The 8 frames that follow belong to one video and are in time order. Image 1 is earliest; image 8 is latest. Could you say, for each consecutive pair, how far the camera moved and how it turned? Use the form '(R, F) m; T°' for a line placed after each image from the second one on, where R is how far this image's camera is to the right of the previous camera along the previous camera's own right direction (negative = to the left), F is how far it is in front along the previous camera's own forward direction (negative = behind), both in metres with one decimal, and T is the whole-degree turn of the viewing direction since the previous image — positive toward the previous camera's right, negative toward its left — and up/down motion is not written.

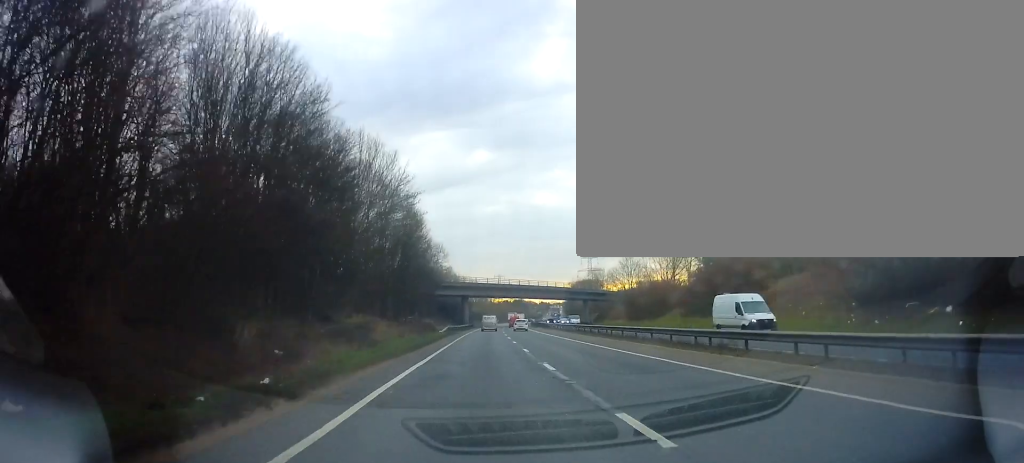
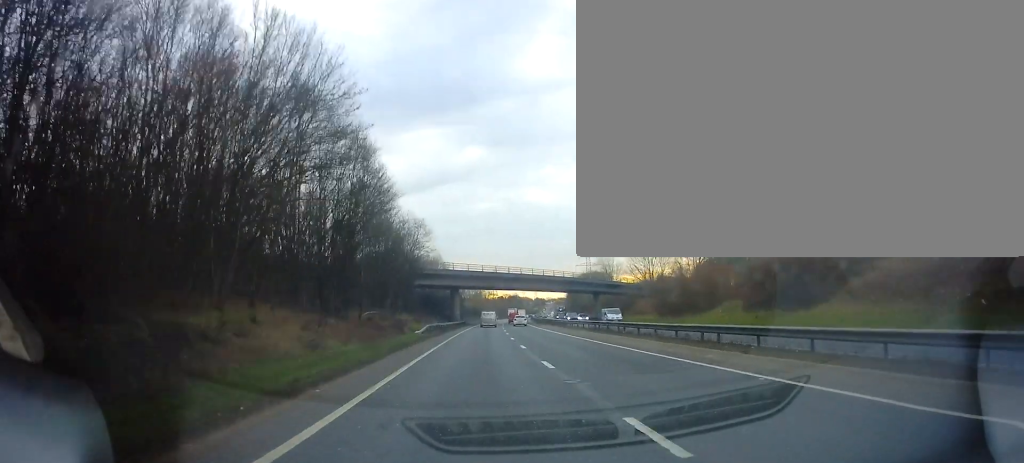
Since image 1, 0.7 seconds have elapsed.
(0.0, +17.7) m; 0°
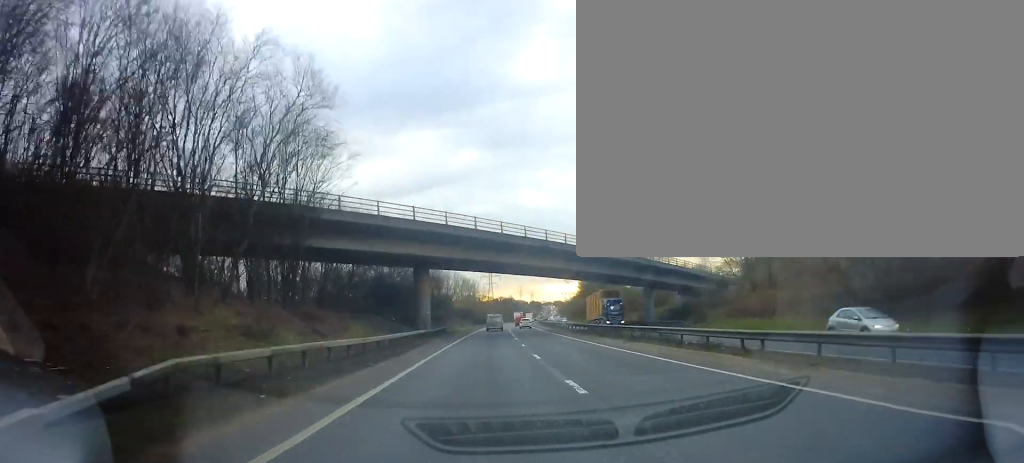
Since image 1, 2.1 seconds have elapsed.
(+0.5, +36.6) m; +1°
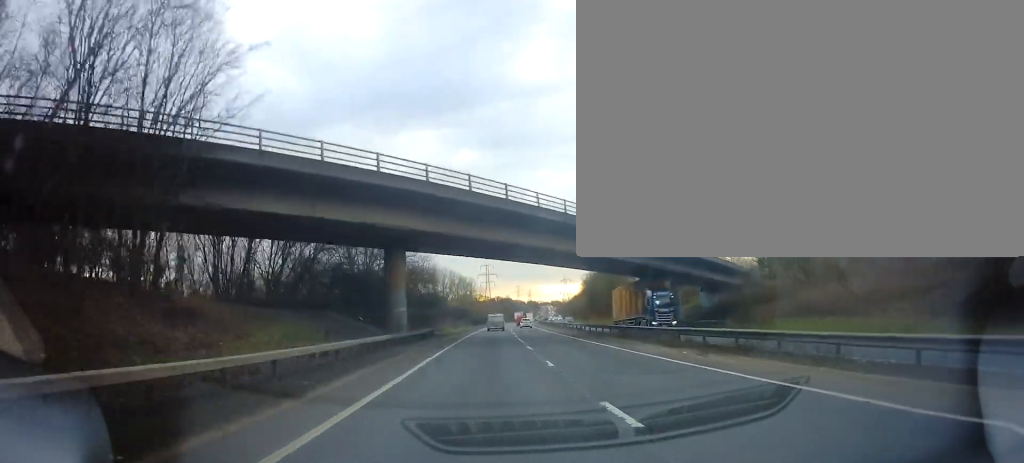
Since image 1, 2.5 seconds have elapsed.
(0.0, +10.5) m; 0°
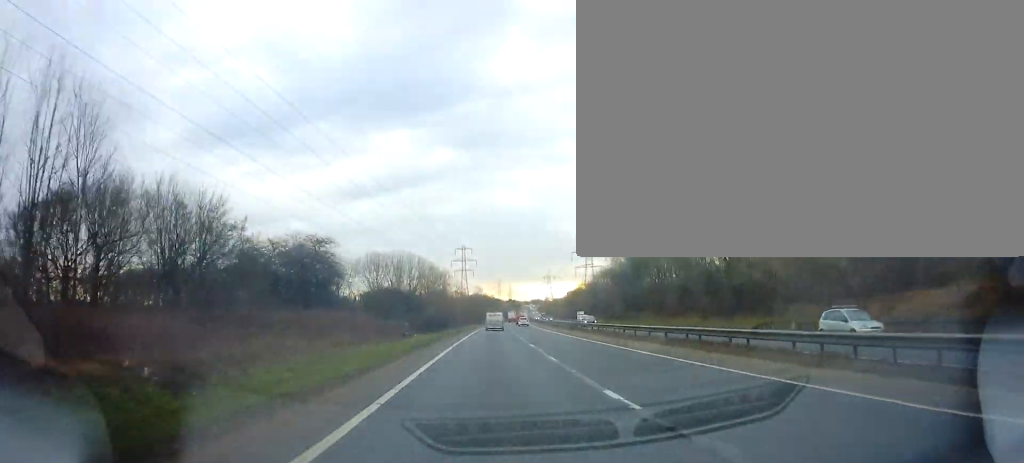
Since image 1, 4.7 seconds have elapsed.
(+0.9, +54.9) m; +2°
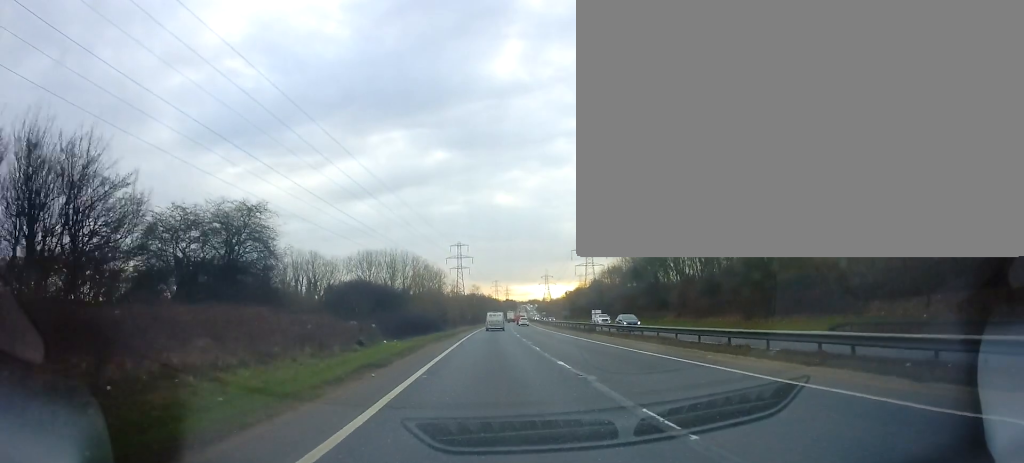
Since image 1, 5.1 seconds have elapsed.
(0.0, +11.1) m; 0°
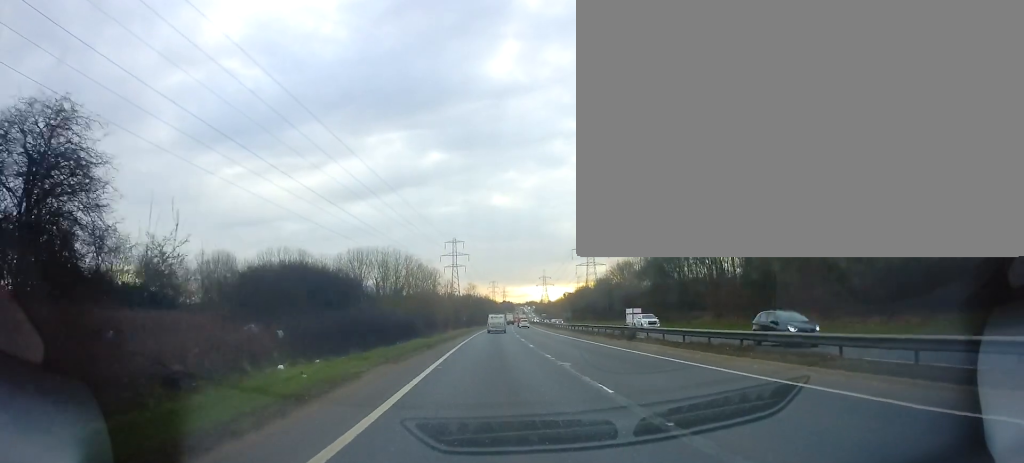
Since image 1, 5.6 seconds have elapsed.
(-0.1, +13.8) m; 0°
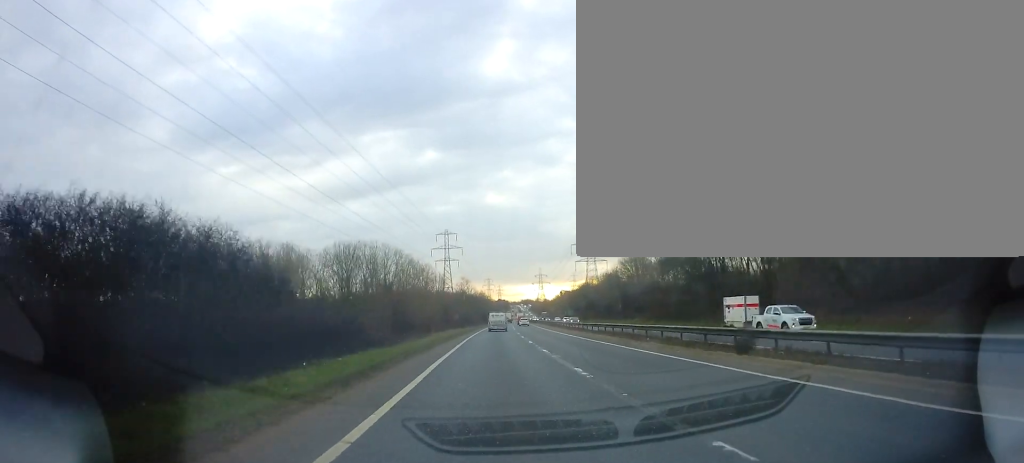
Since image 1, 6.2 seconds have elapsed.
(+0.2, +15.8) m; +1°
